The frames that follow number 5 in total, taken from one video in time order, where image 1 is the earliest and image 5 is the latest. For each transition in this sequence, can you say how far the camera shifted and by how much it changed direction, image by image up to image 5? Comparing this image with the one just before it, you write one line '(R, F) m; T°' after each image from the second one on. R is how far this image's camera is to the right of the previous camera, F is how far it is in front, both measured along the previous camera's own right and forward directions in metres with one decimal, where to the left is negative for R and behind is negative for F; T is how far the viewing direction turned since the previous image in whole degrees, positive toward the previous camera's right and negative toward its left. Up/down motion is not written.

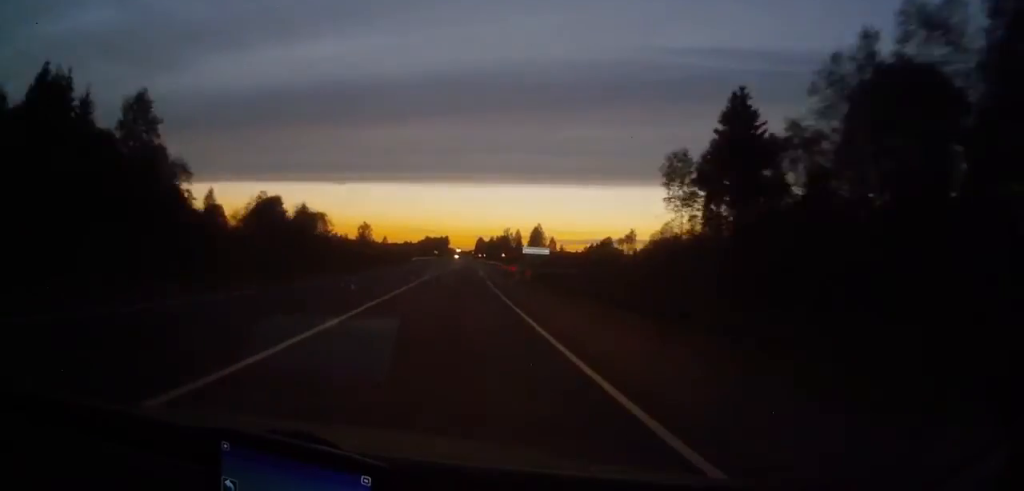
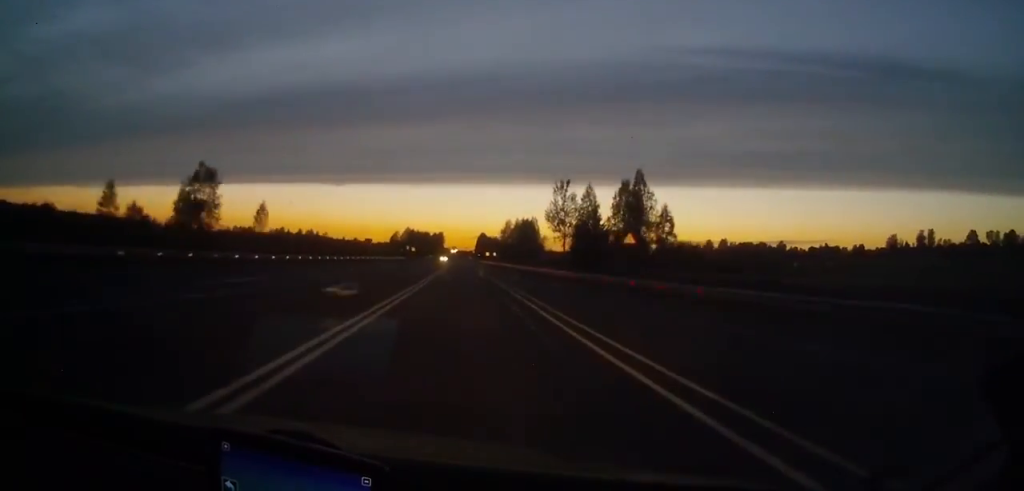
(+0.3, +136.7) m; 0°
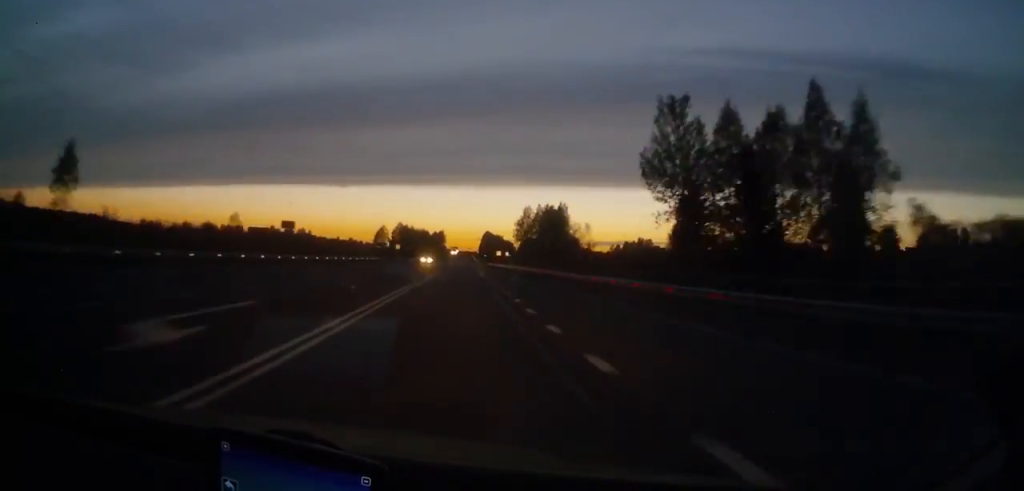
(0.0, +49.8) m; 0°
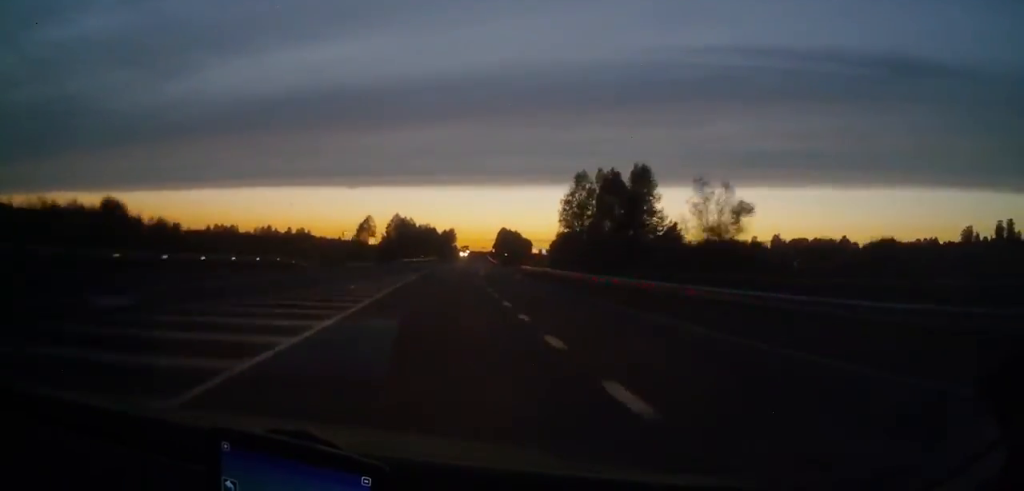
(-0.2, +52.6) m; 0°
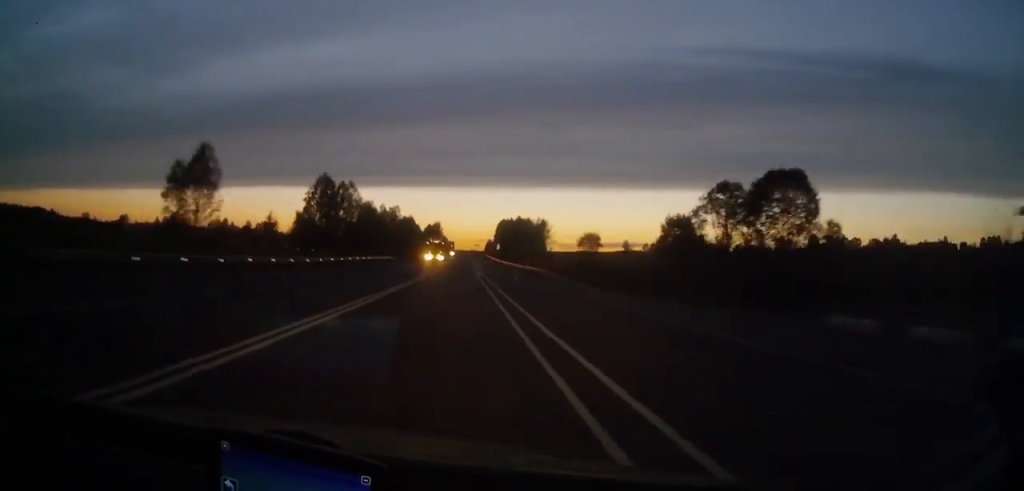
(-0.2, +97.8) m; 0°
